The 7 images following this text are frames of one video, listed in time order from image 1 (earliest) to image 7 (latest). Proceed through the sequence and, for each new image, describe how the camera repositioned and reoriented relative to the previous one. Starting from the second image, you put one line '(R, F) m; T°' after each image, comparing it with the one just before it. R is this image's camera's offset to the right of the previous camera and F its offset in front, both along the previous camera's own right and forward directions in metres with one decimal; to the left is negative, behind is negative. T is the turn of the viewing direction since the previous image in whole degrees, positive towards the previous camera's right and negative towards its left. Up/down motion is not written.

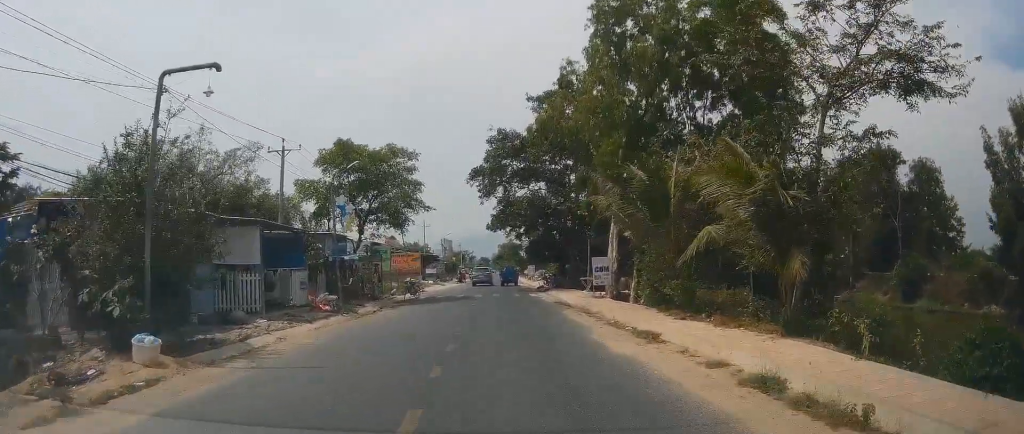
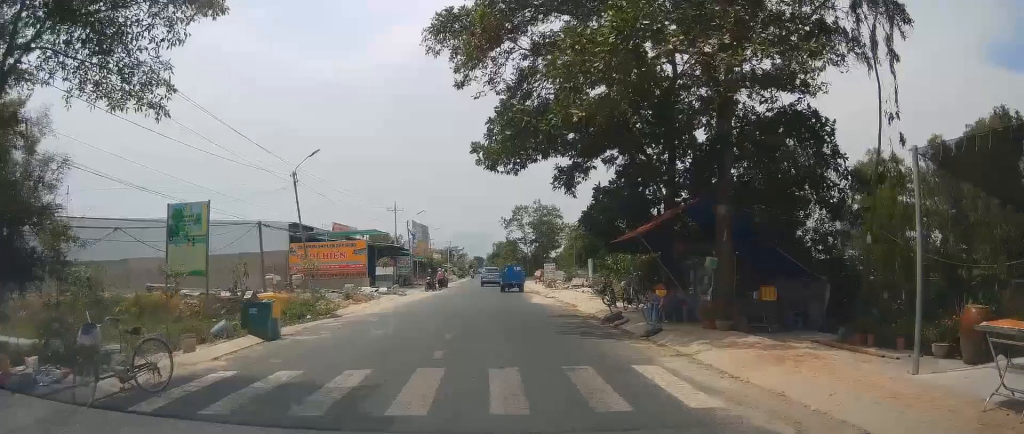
(+0.7, +28.6) m; +2°
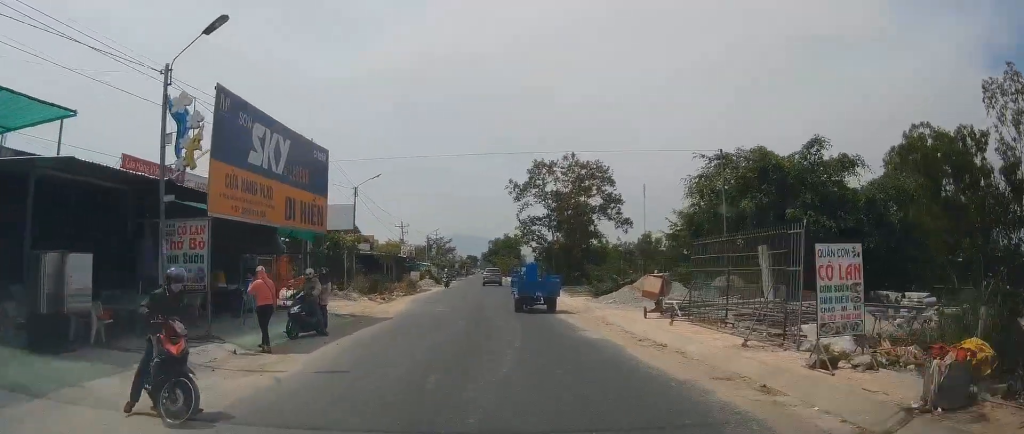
(-0.6, +39.0) m; -1°
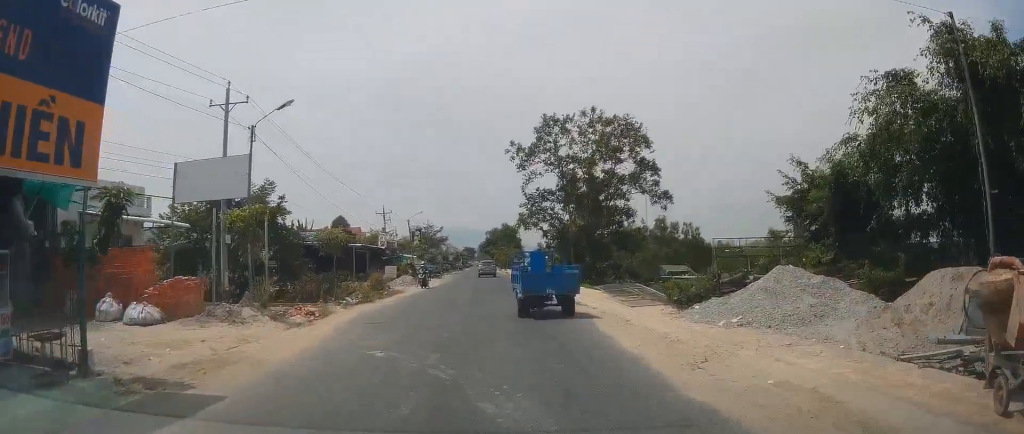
(-0.3, +14.1) m; -1°
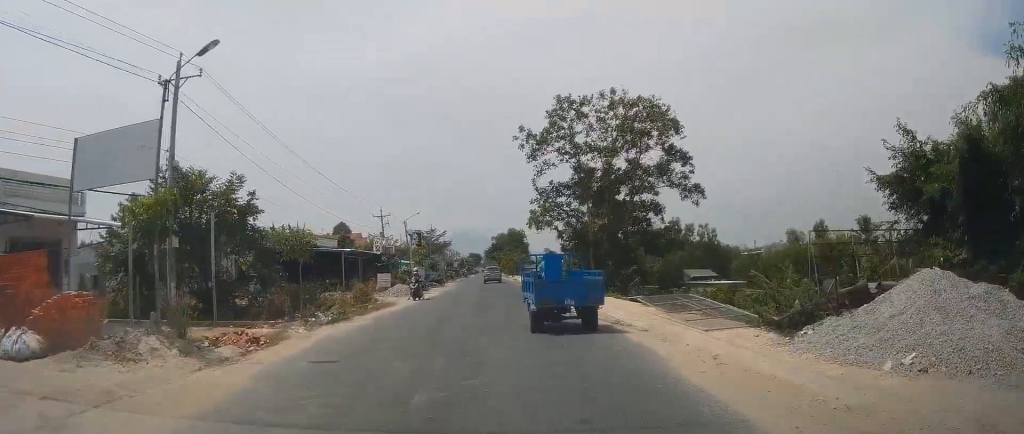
(+0.1, +5.5) m; +1°
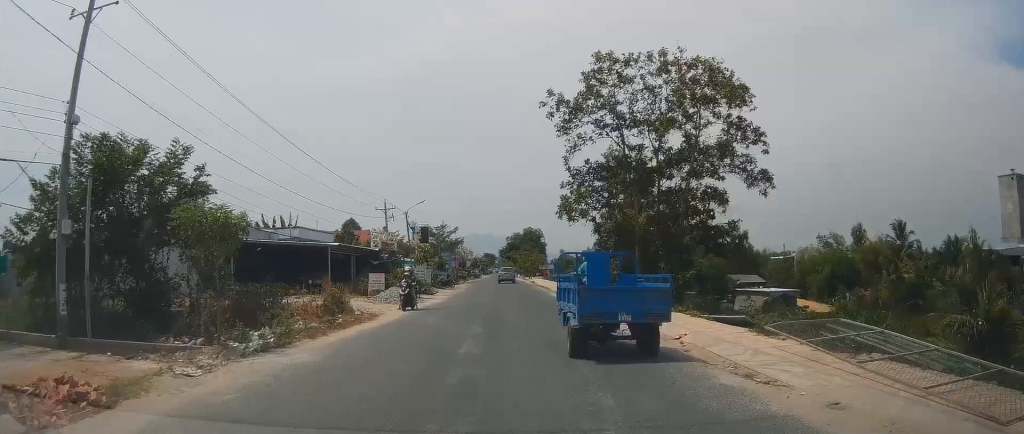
(+0.1, +7.7) m; +2°
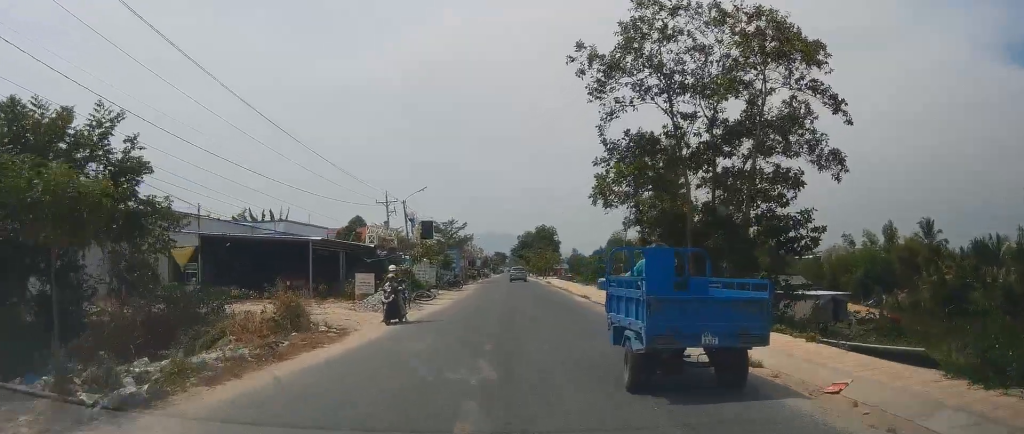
(+0.1, +6.0) m; -1°
